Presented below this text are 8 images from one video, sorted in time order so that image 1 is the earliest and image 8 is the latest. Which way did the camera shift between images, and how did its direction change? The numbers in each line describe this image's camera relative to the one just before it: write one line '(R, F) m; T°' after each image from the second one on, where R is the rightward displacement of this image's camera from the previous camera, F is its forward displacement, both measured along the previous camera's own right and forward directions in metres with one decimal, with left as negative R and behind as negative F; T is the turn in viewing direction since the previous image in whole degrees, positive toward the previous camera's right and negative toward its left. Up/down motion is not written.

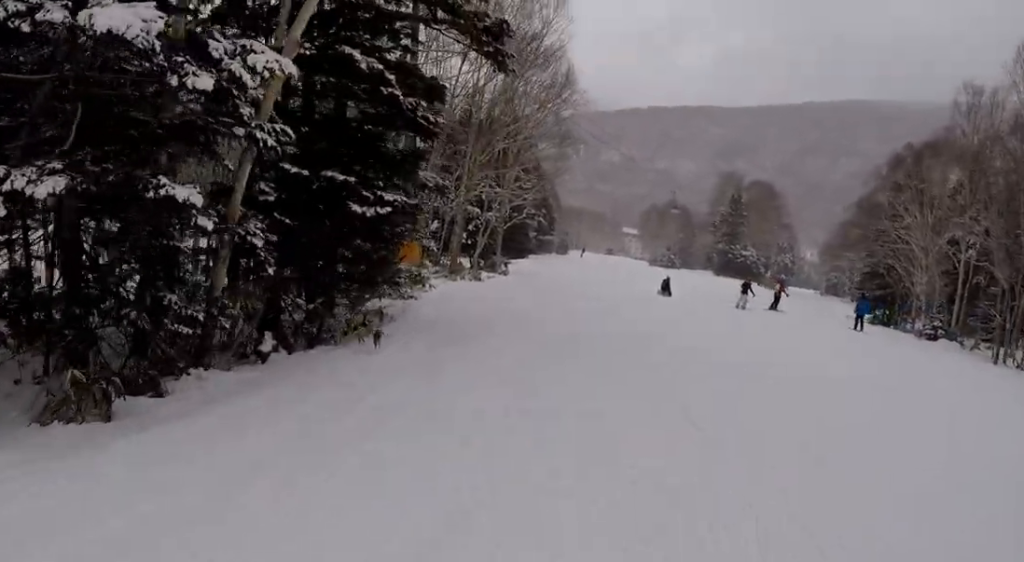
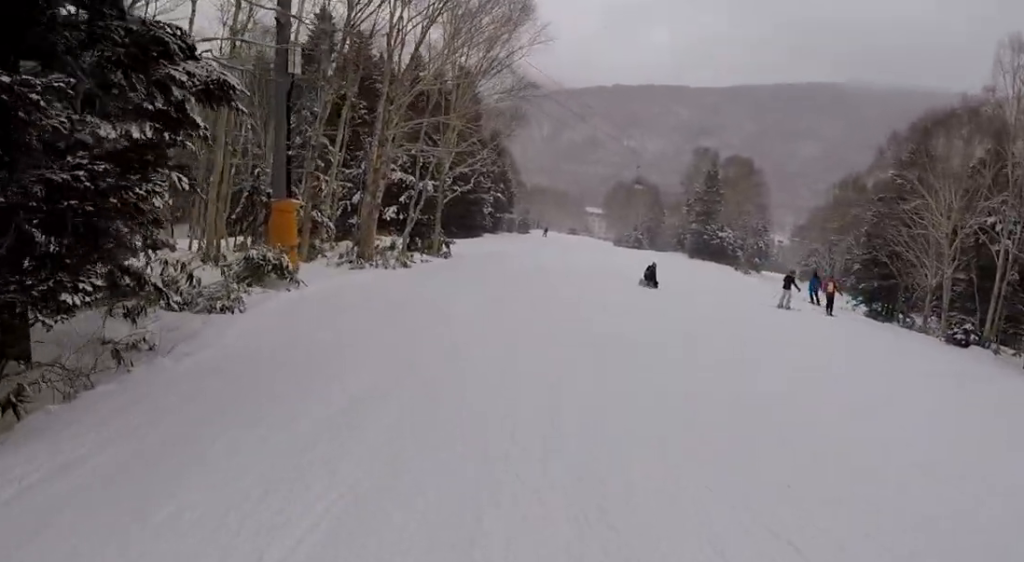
(-1.1, +7.7) m; -9°
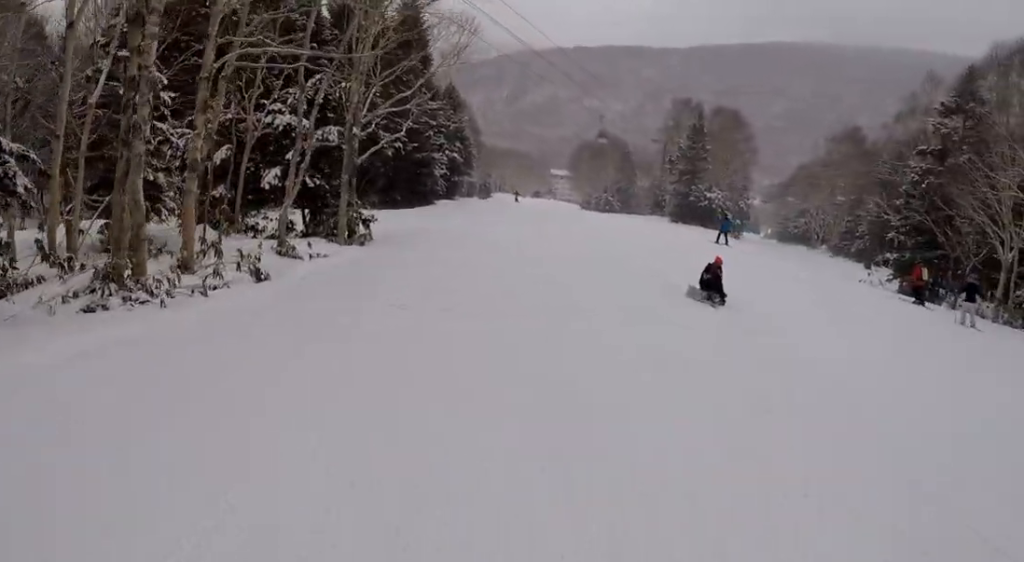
(-0.2, +12.0) m; +7°
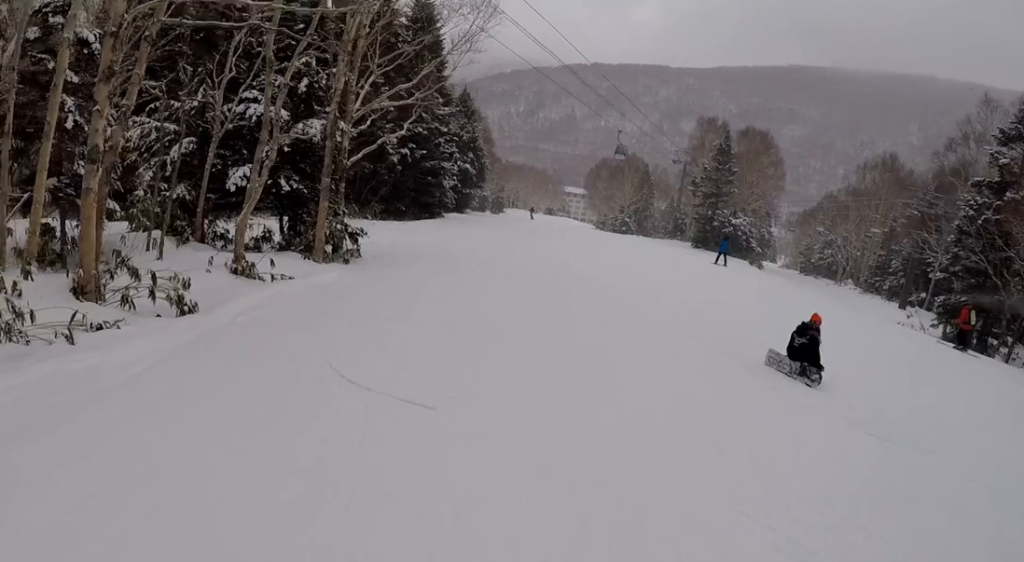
(+0.7, +3.8) m; +2°
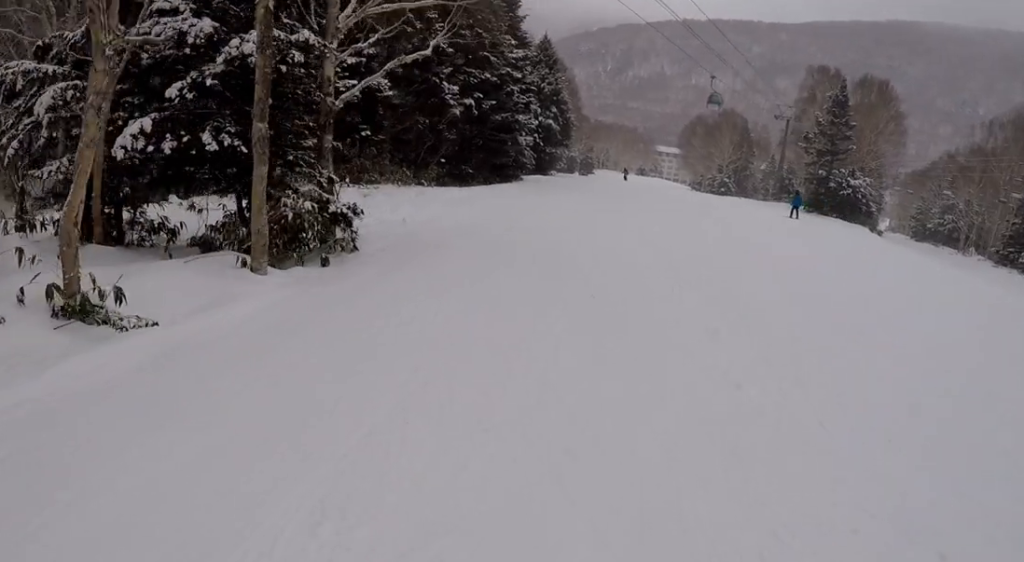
(+0.1, +7.3) m; -1°
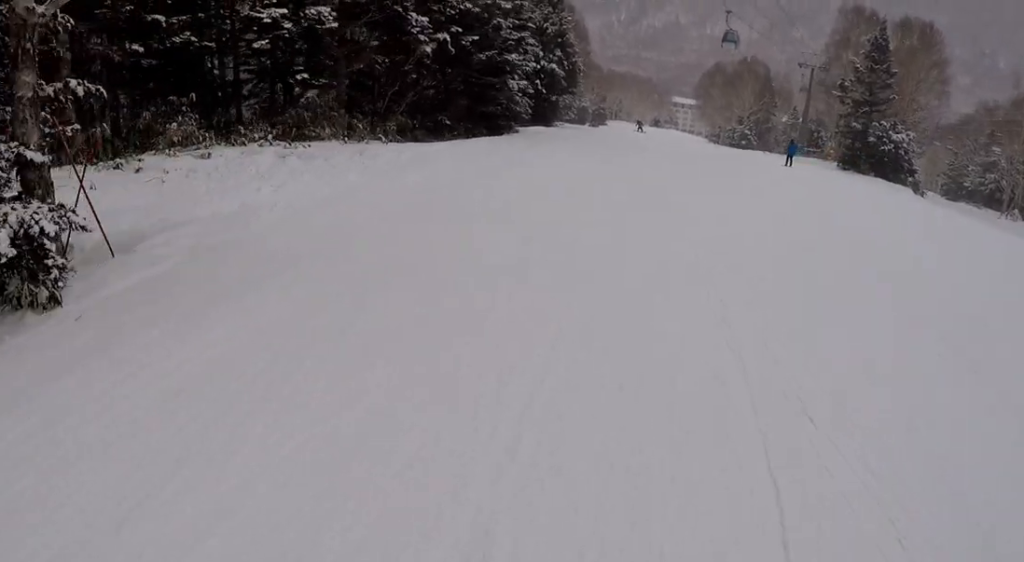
(-0.3, +6.9) m; +1°
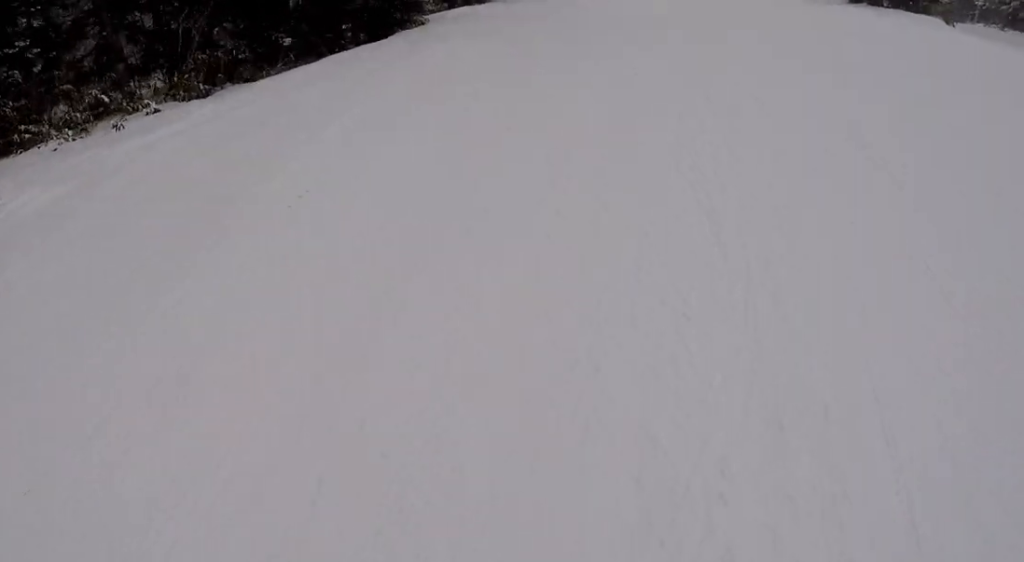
(+1.0, +10.8) m; +5°
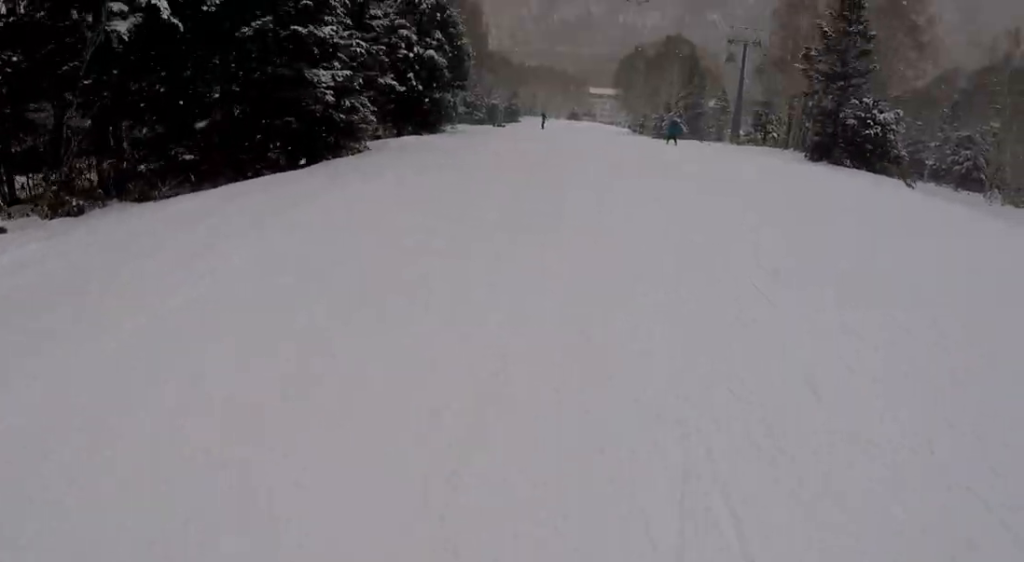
(0.0, +3.5) m; -2°
